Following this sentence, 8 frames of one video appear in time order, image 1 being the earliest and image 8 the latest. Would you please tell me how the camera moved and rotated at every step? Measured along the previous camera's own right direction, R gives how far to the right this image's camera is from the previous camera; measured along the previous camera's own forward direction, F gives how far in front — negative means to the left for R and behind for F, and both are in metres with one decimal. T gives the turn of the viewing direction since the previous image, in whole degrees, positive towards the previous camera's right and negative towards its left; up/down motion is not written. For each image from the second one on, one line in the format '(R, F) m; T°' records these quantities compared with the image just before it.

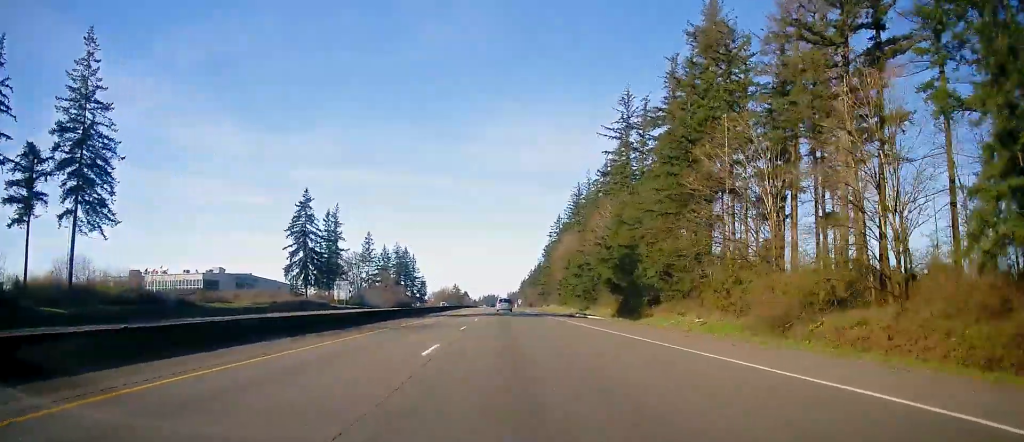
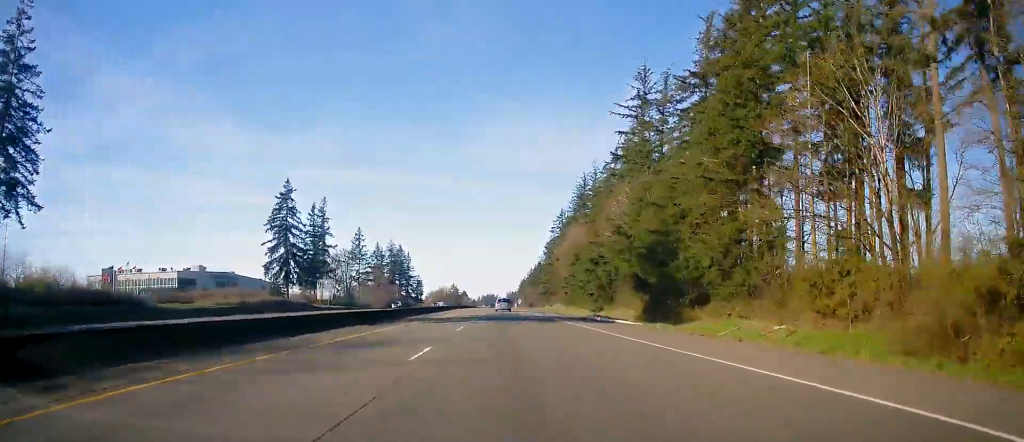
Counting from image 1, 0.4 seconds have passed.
(-0.1, +13.3) m; 0°
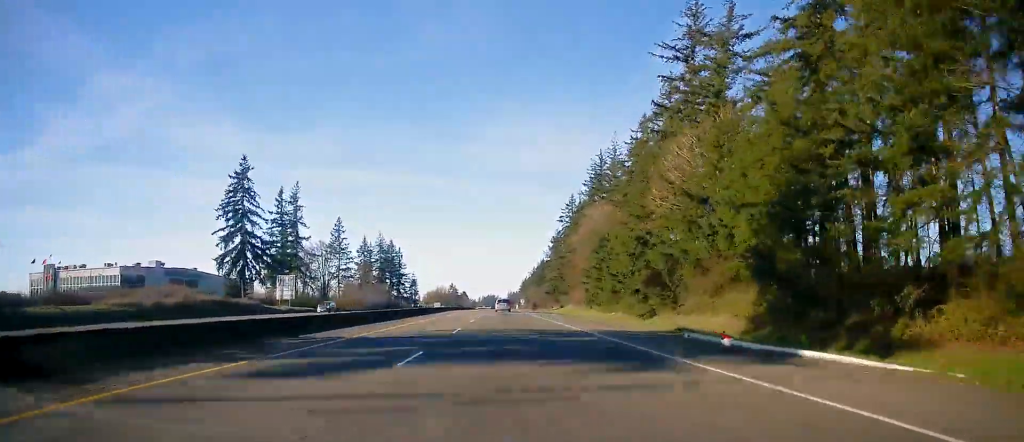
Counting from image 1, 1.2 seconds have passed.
(+0.3, +25.6) m; 0°
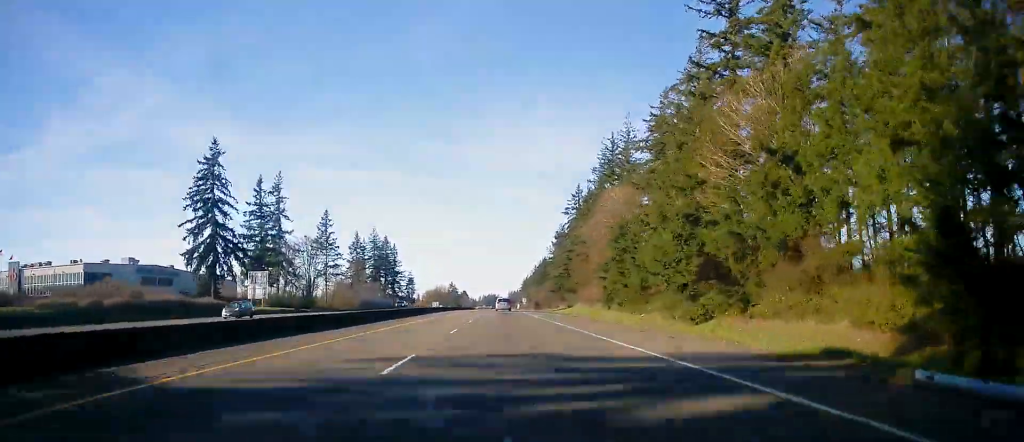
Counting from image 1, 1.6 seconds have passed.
(0.0, +13.3) m; 0°
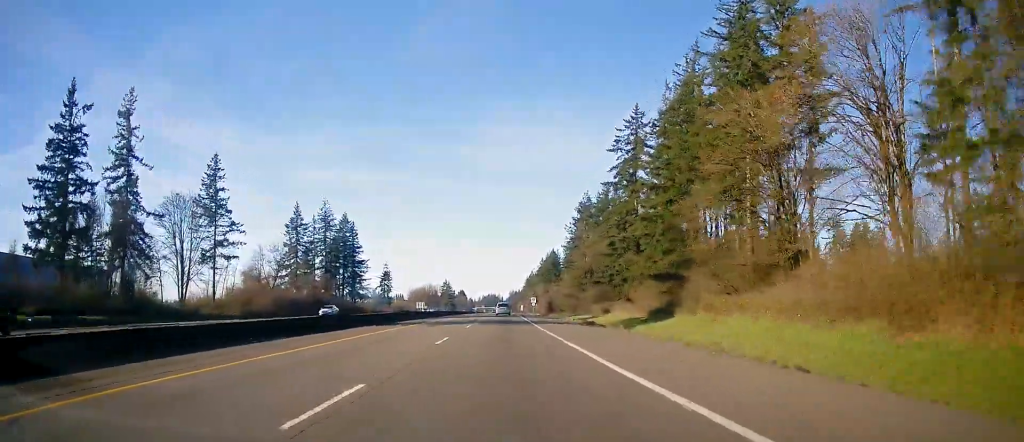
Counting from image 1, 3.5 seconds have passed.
(-0.7, +65.6) m; -1°
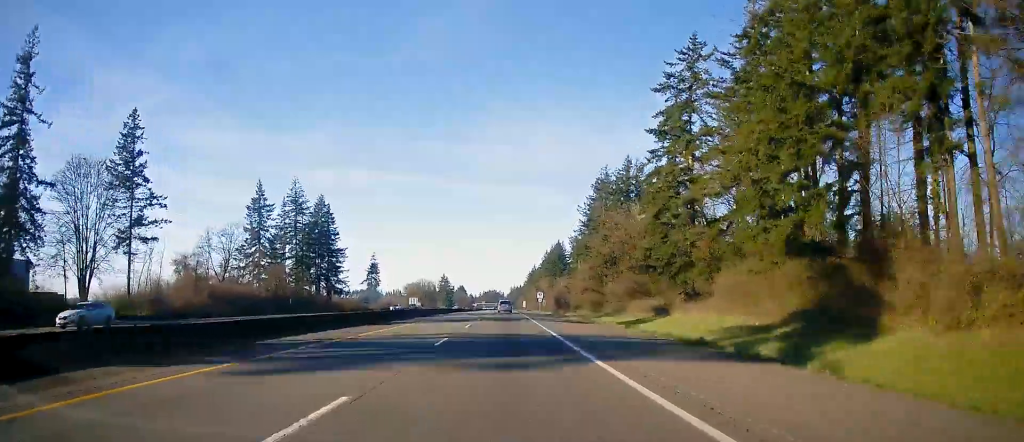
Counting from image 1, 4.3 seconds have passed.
(0.0, +25.6) m; 0°
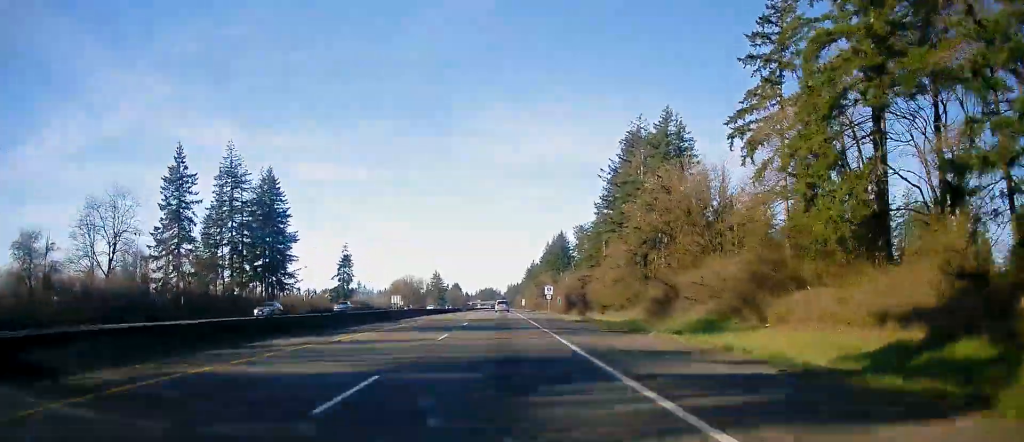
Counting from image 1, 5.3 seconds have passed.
(0.0, +34.5) m; 0°
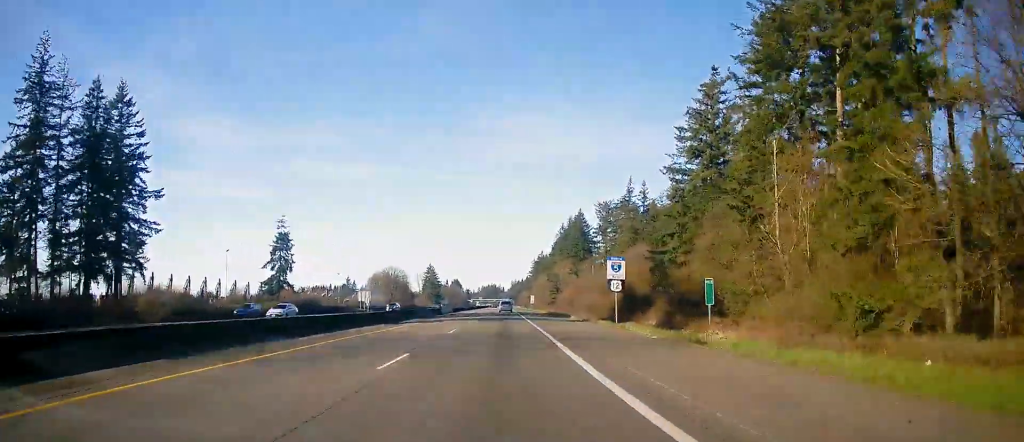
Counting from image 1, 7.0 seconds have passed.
(0.0, +56.7) m; 0°
